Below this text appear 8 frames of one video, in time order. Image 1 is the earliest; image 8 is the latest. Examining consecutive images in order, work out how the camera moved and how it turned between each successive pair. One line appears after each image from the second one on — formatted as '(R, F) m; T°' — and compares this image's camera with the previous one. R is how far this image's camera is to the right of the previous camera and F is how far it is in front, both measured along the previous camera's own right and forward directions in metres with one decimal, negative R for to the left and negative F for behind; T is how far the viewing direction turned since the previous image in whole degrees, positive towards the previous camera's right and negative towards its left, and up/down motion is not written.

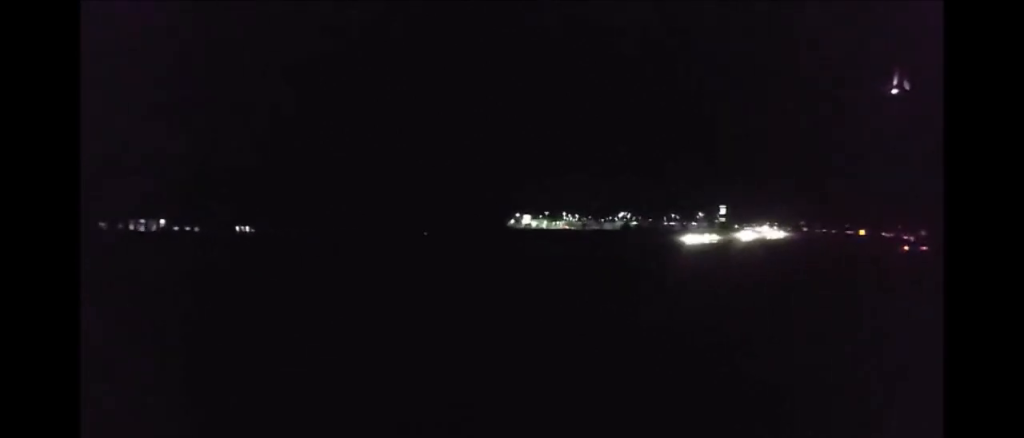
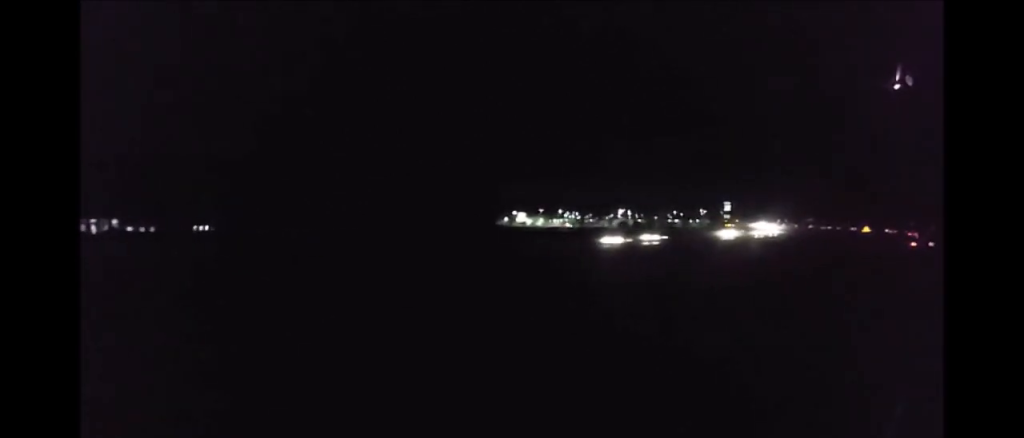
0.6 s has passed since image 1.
(-0.3, +17.3) m; -1°
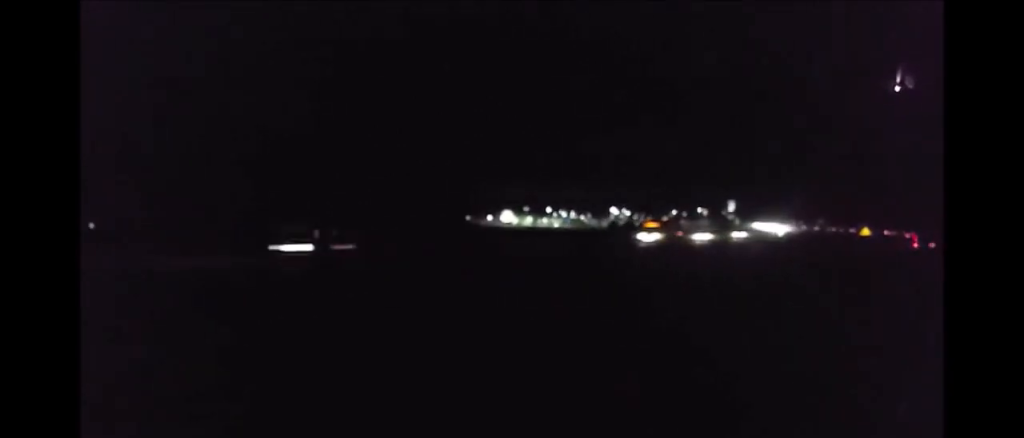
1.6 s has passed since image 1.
(-0.6, +31.8) m; -2°
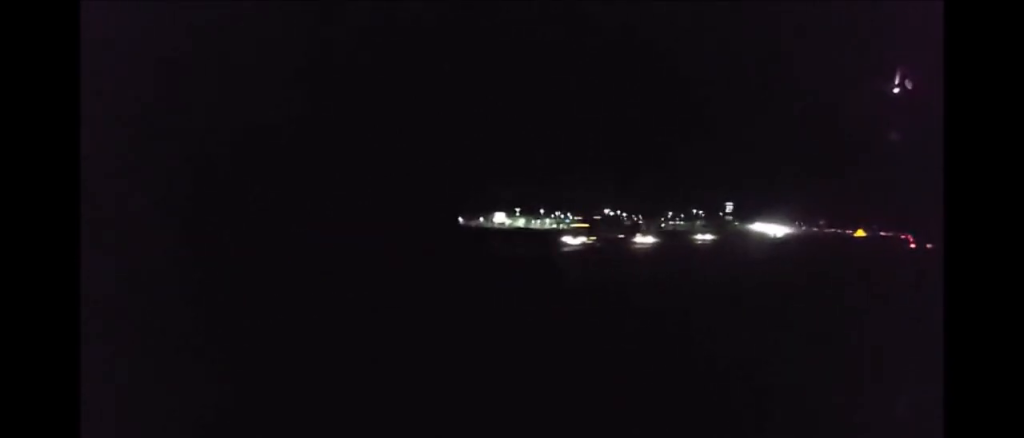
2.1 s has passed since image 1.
(-0.1, +15.4) m; 0°
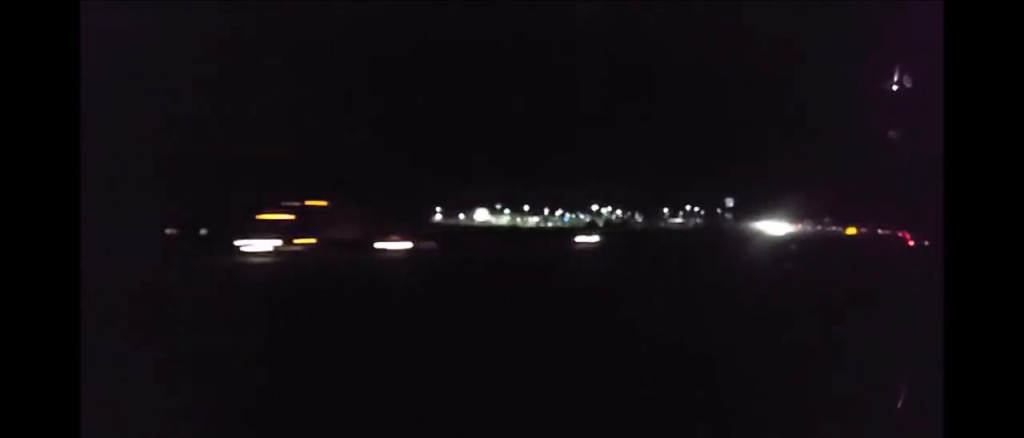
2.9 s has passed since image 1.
(0.0, +25.6) m; -1°
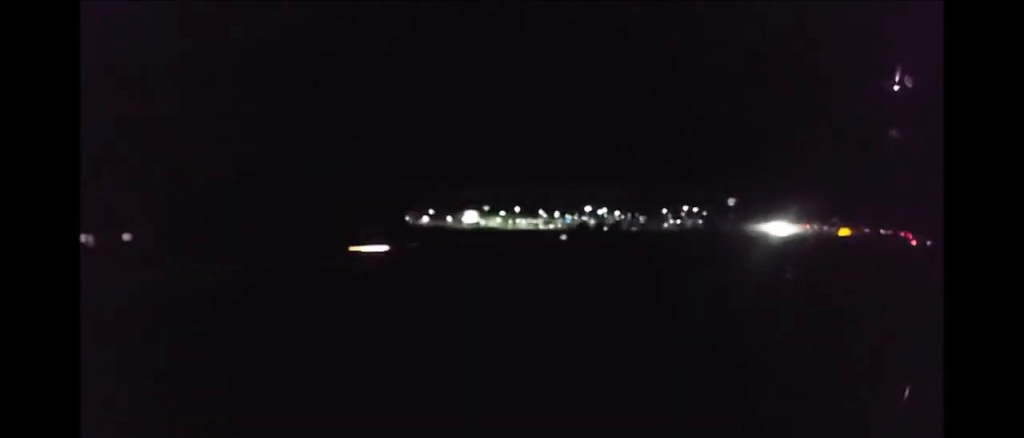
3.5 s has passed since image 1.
(-0.2, +18.4) m; -1°
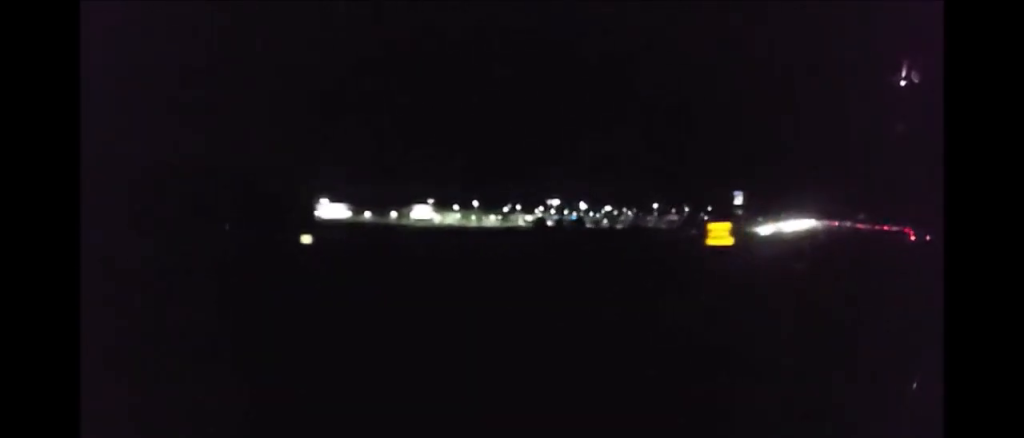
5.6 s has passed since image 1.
(-0.8, +64.5) m; -1°
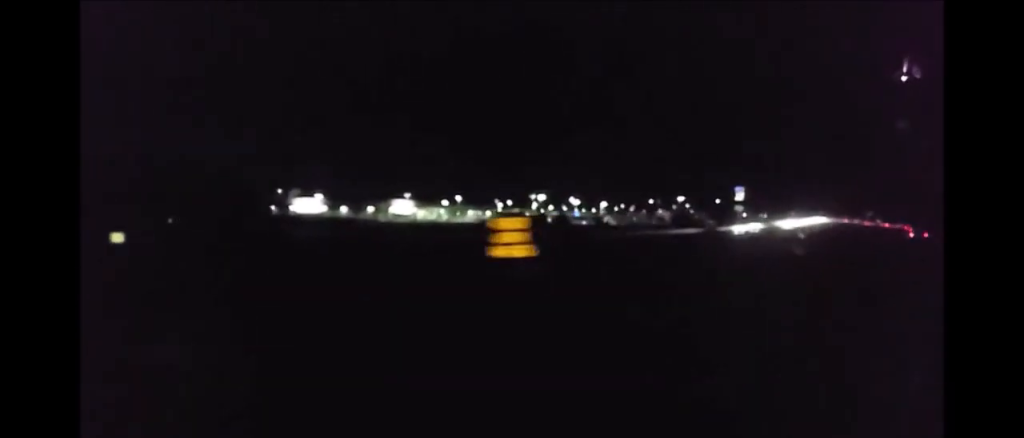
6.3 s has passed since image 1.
(0.0, +21.5) m; -1°
